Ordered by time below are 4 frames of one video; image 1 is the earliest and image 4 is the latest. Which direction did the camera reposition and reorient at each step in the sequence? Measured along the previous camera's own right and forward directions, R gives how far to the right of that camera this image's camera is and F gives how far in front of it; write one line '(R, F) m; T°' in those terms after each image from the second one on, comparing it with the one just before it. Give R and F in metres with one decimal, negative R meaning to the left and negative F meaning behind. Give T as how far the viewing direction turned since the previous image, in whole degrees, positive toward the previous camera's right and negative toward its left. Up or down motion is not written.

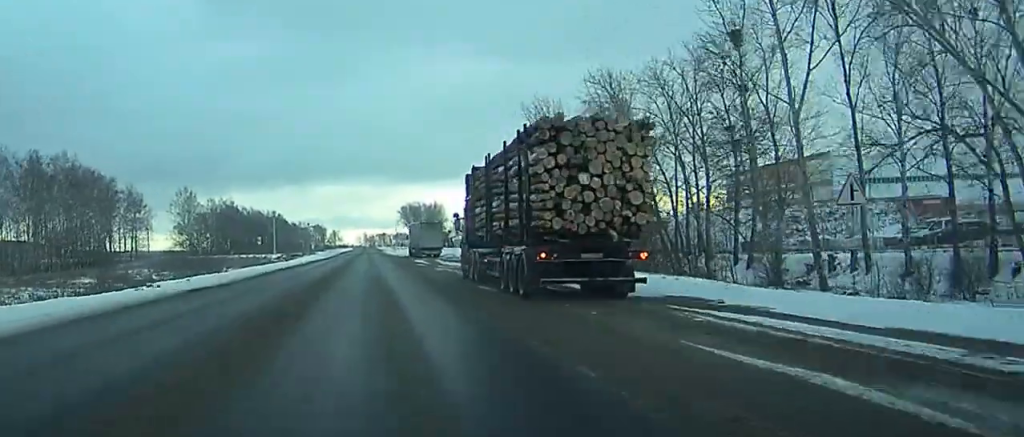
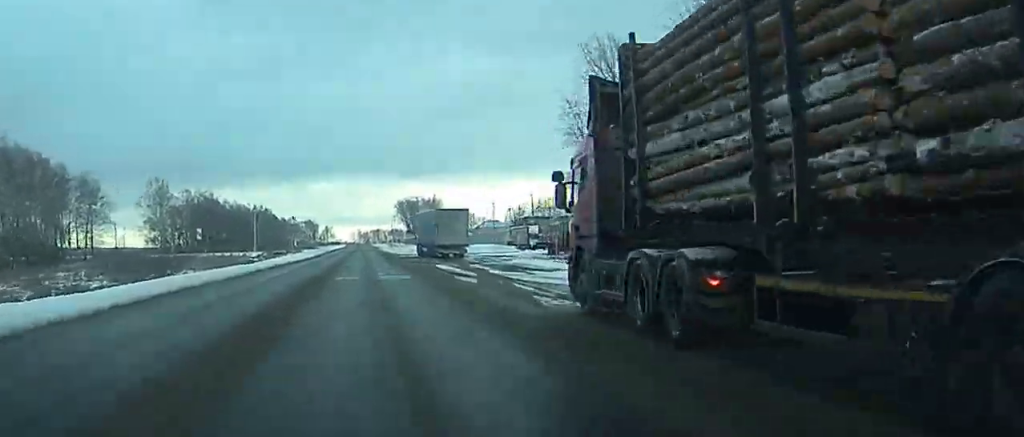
(0.0, +28.1) m; 0°
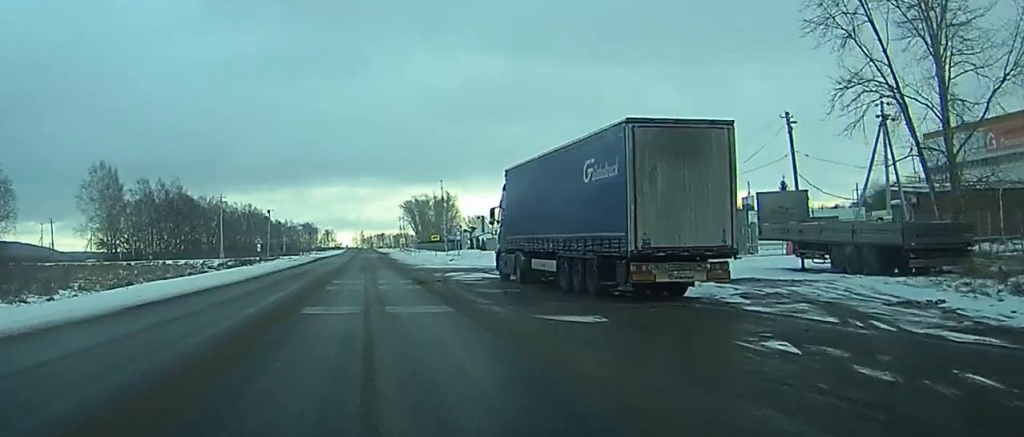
(-0.6, +49.6) m; -1°
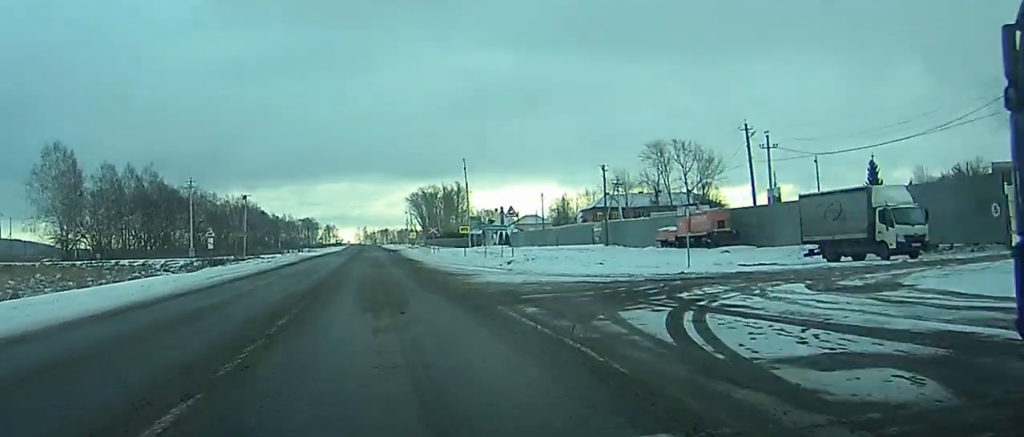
(0.0, +28.5) m; 0°
